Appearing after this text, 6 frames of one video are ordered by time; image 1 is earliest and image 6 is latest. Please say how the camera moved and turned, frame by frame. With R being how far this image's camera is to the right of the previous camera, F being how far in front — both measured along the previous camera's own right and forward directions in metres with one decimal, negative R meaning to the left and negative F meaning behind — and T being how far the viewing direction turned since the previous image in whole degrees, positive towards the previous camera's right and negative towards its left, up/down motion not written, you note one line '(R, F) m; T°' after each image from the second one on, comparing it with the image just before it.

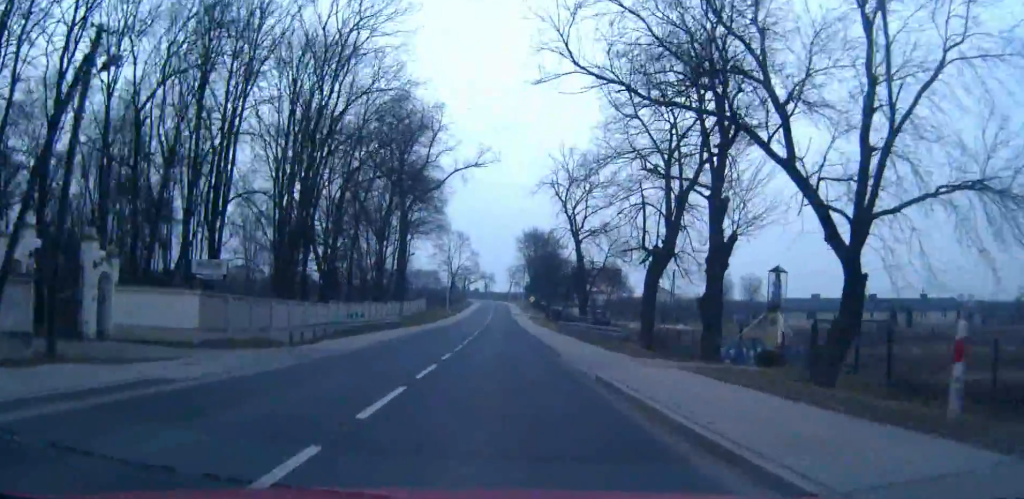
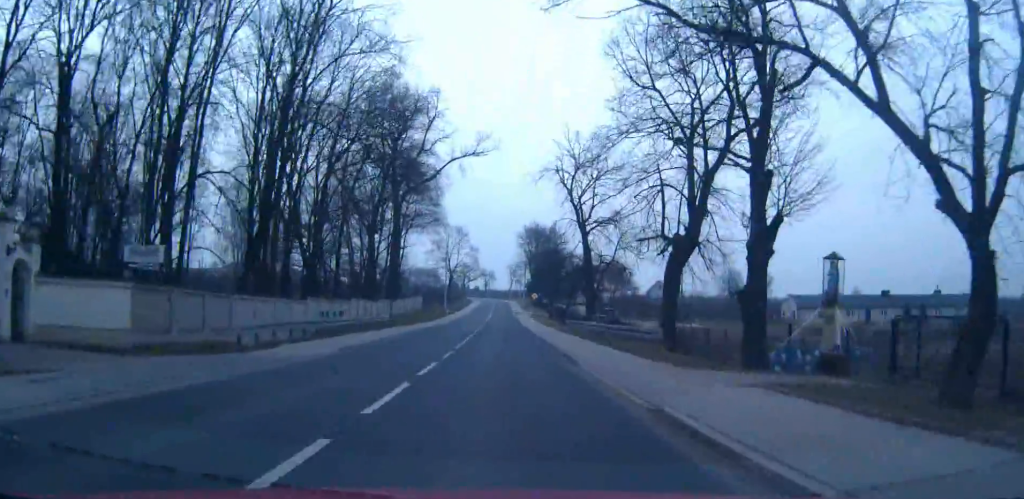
(0.0, +5.5) m; 0°
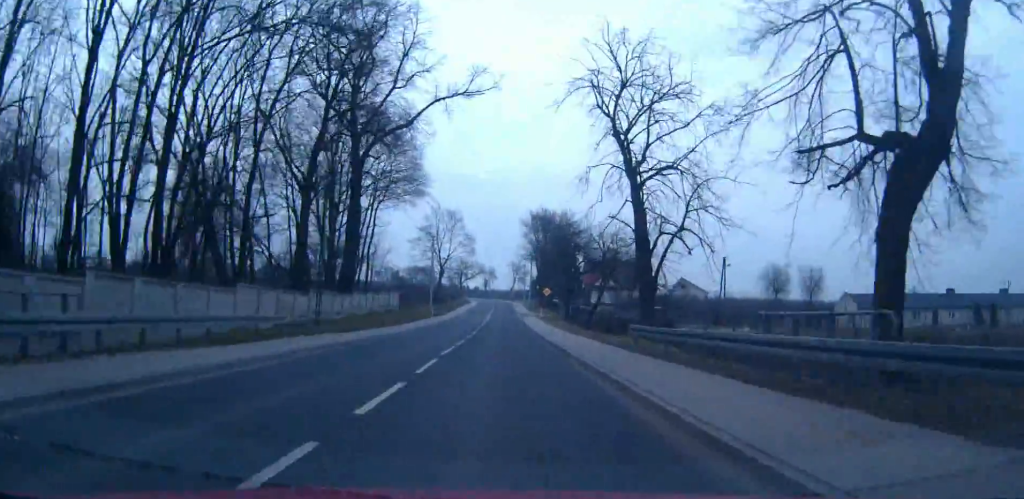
(0.0, +23.8) m; 0°
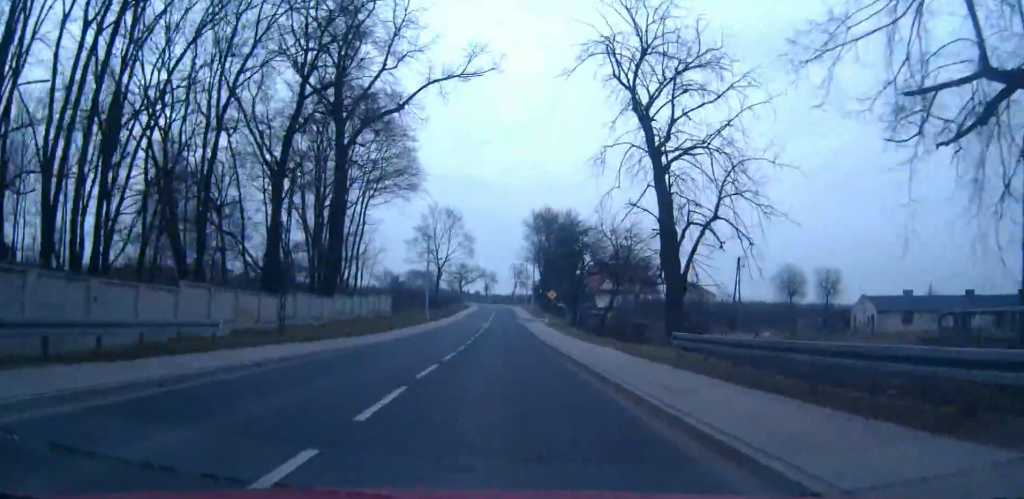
(0.0, +6.0) m; 0°
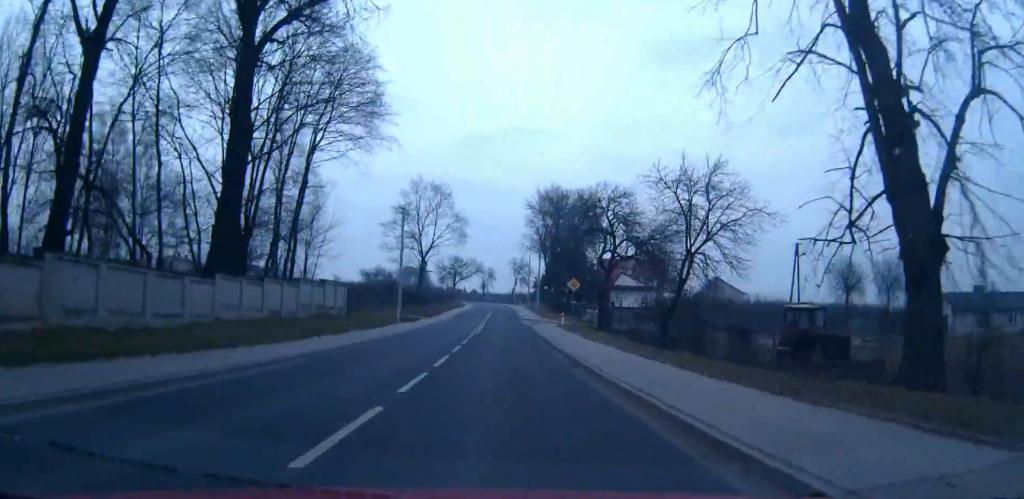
(+0.1, +20.3) m; 0°
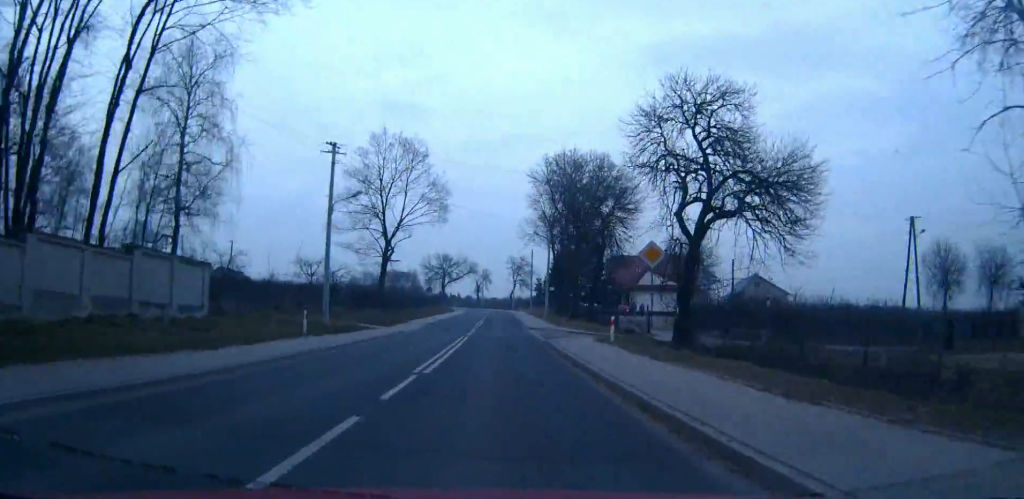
(-0.1, +24.6) m; 0°
